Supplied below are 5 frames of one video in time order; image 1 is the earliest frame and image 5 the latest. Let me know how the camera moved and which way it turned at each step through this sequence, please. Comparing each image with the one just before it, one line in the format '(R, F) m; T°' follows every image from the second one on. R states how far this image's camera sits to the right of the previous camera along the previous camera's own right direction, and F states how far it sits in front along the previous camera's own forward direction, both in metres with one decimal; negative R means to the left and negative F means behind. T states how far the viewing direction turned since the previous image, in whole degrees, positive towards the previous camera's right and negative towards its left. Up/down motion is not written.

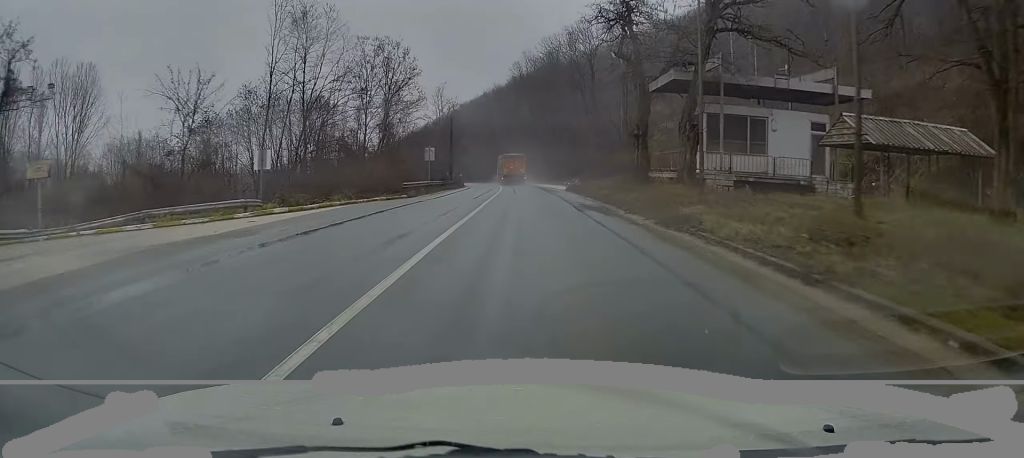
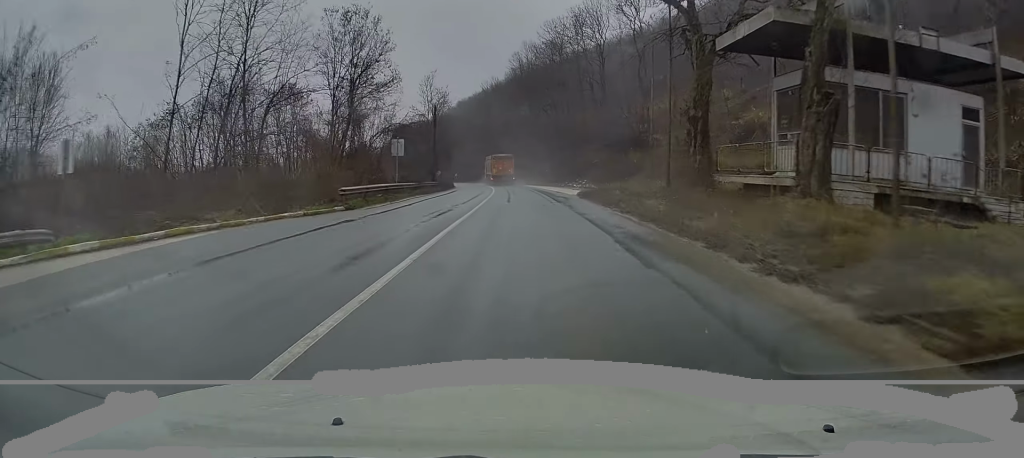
(-0.1, +11.4) m; 0°
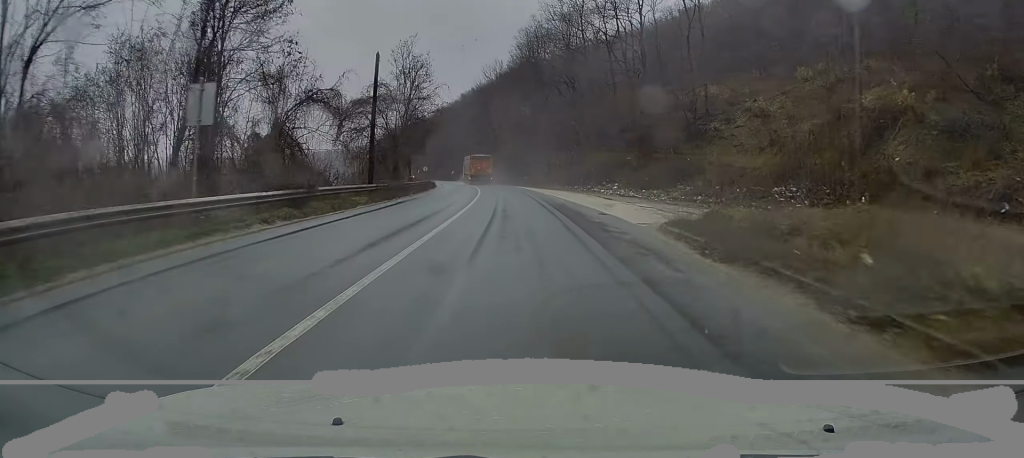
(+0.3, +22.4) m; 0°
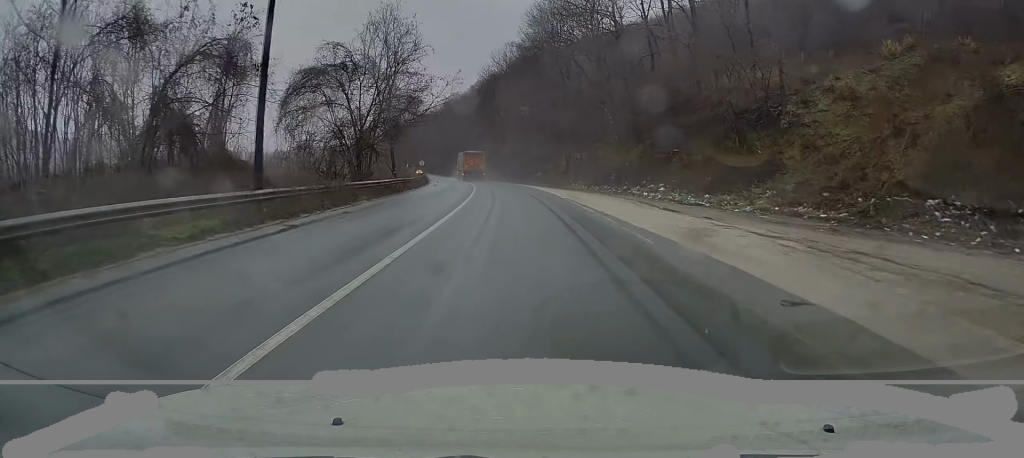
(-0.2, +13.9) m; -1°
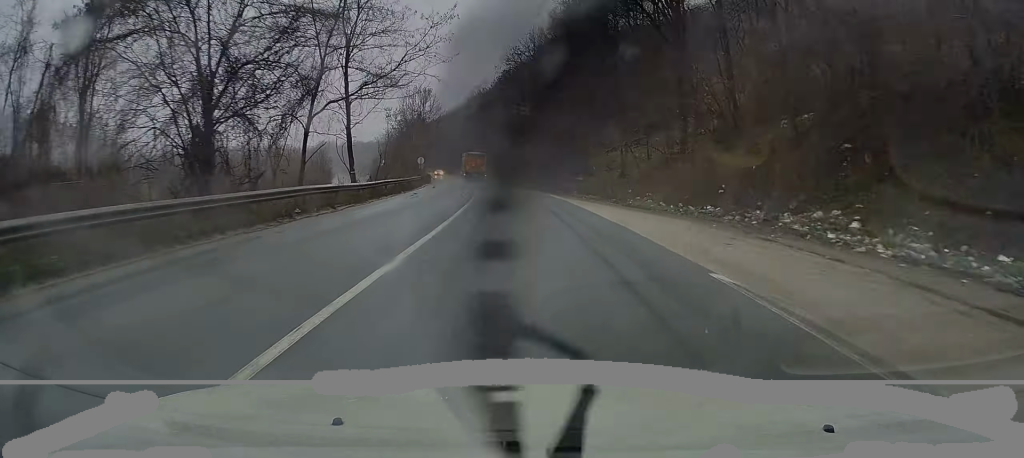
(-0.3, +20.3) m; -2°
